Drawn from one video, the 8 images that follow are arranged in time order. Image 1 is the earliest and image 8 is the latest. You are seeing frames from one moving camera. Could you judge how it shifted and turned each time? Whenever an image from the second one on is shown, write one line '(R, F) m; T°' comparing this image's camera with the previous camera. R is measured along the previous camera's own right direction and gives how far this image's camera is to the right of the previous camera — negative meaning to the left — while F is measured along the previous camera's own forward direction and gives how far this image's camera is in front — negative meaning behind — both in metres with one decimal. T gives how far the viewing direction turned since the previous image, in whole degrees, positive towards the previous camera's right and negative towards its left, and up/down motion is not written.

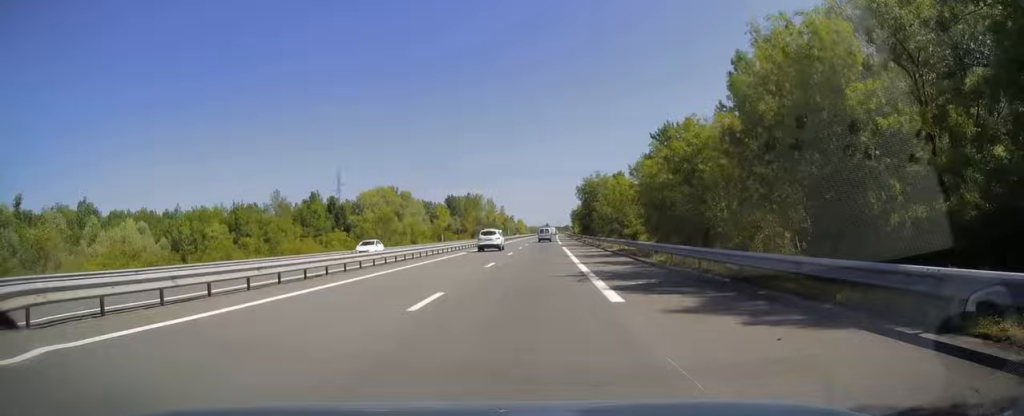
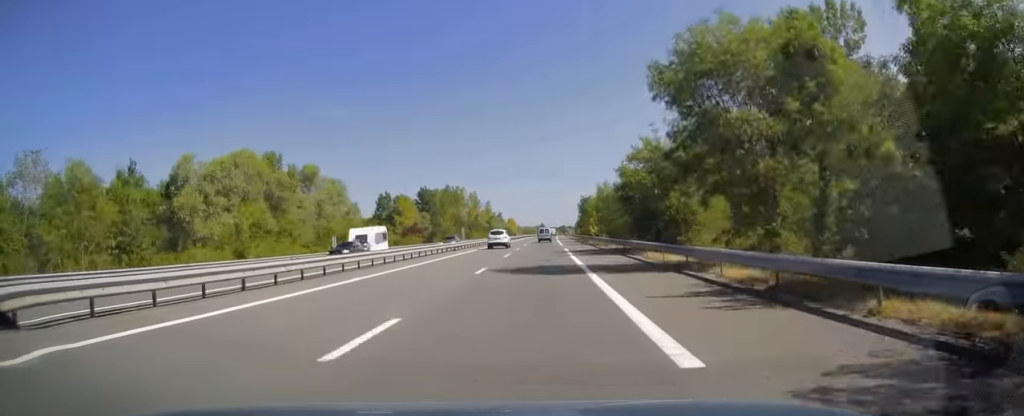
(+0.3, +58.3) m; +1°
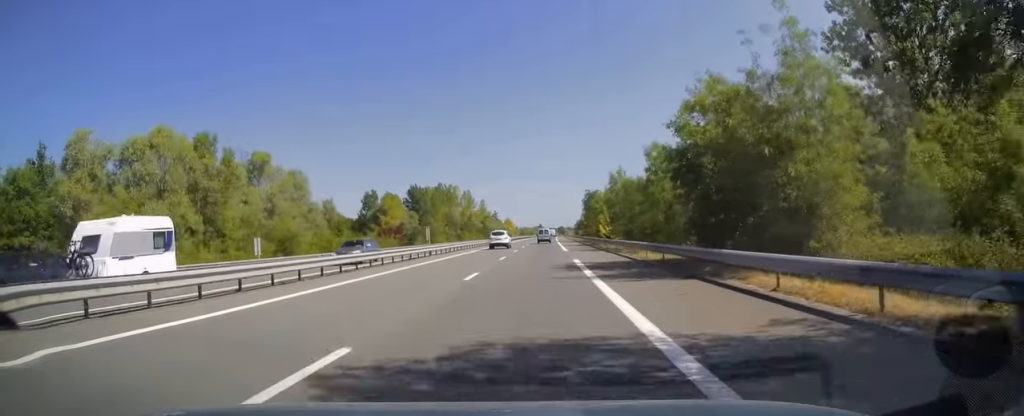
(0.0, +16.1) m; 0°
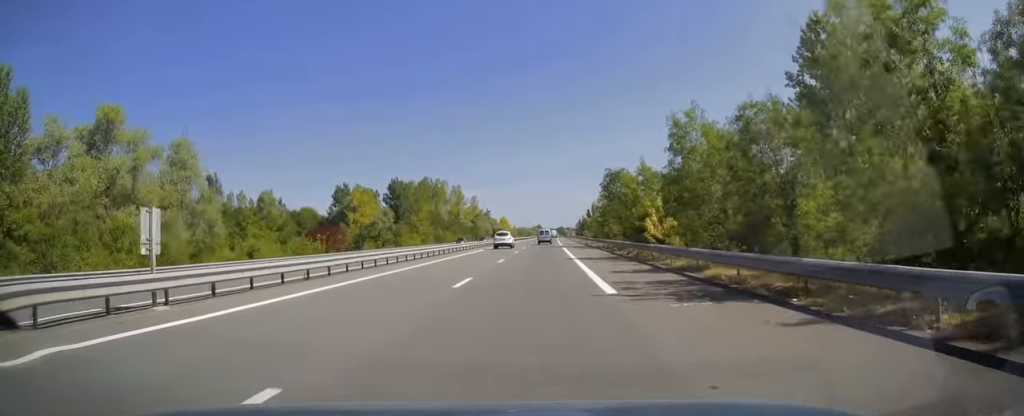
(0.0, +29.4) m; 0°
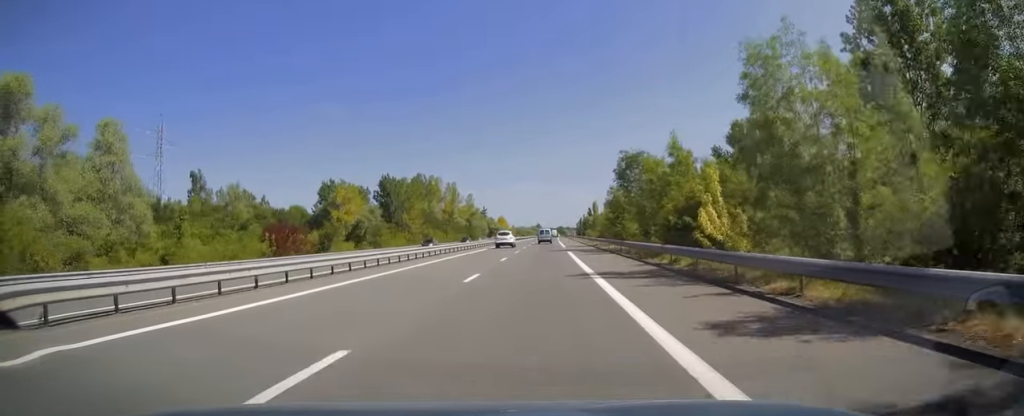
(0.0, +11.8) m; 0°
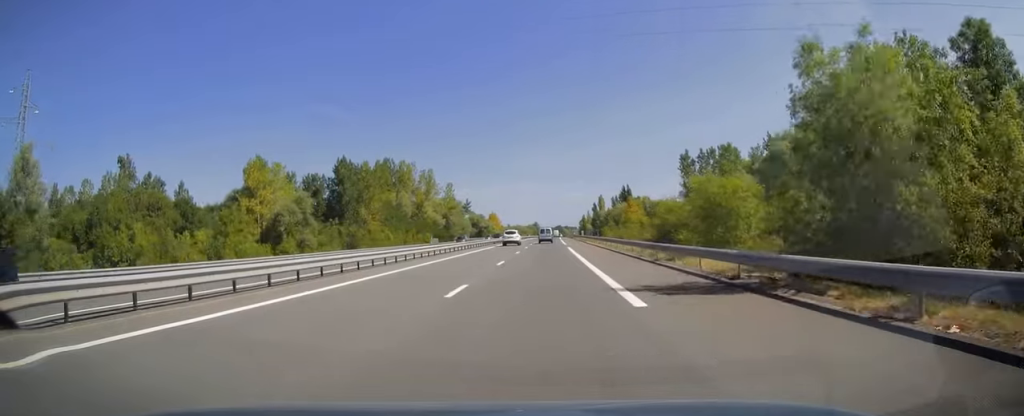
(0.0, +43.7) m; 0°
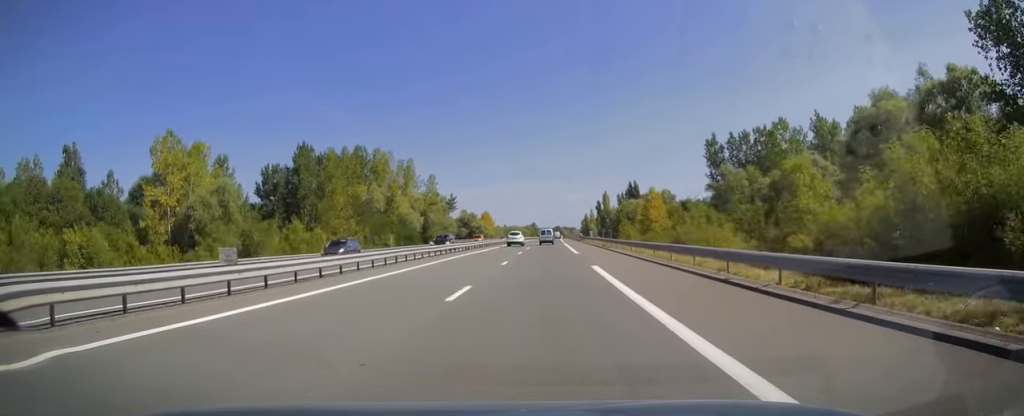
(+0.1, +26.5) m; 0°
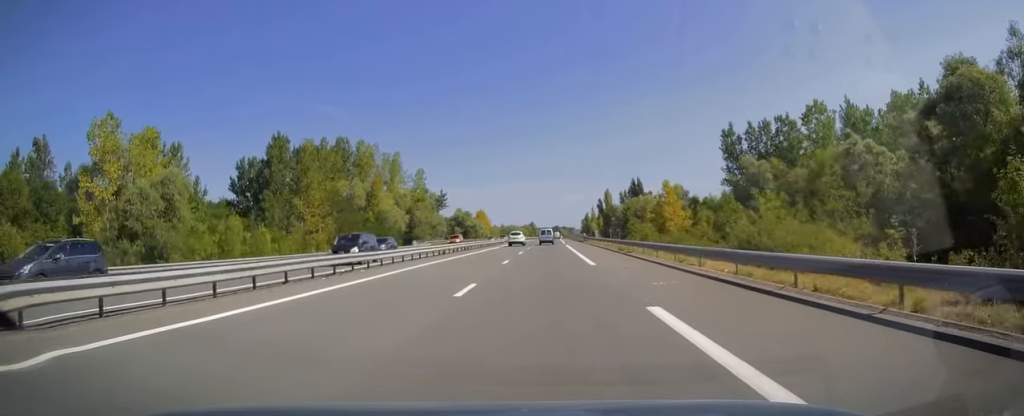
(0.0, +12.7) m; 0°
